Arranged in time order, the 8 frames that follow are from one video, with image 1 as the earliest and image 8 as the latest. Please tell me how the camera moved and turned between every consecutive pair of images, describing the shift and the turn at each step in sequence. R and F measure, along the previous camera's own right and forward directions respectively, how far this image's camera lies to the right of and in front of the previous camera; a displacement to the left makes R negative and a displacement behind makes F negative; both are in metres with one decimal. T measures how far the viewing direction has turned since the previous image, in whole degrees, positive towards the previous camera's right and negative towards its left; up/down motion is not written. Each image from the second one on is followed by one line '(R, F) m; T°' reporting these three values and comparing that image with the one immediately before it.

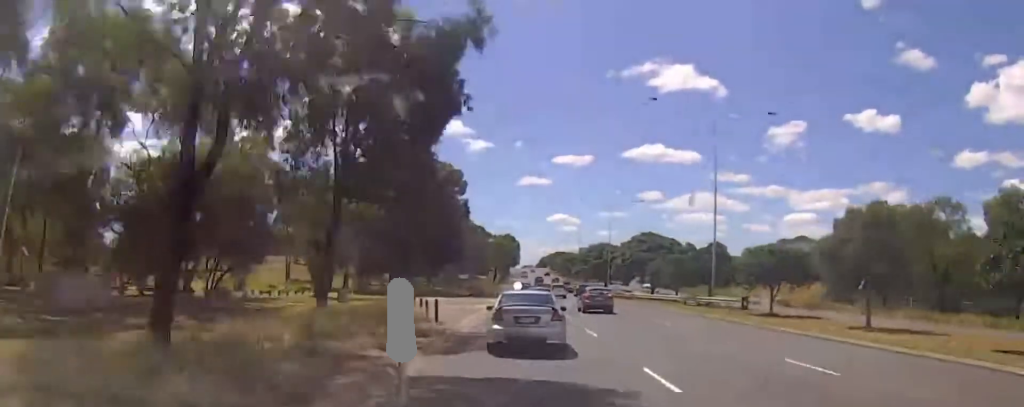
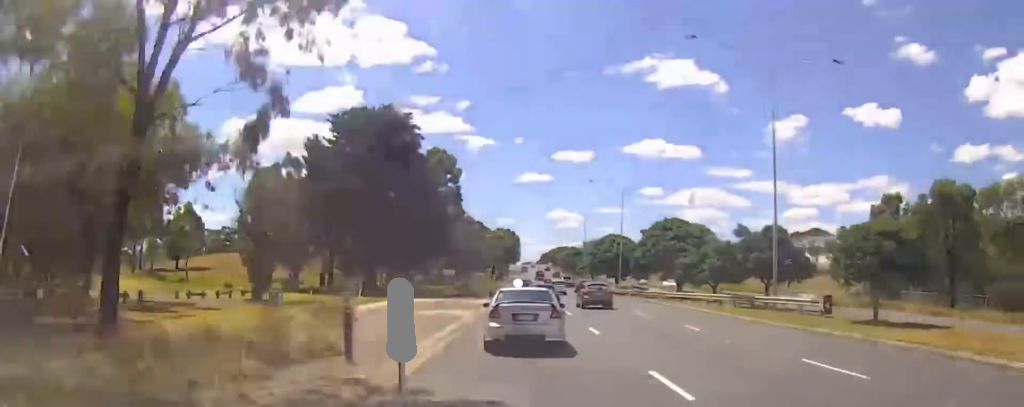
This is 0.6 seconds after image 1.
(-0.2, +12.2) m; 0°
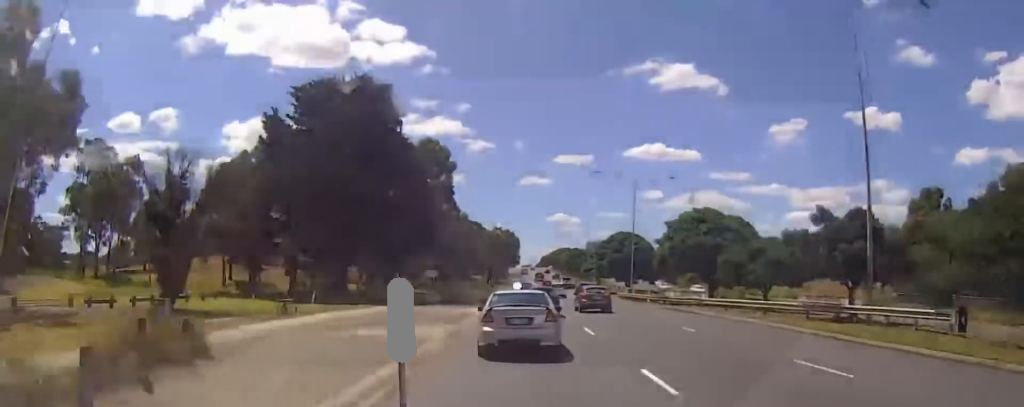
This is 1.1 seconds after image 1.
(+0.4, +11.0) m; -1°
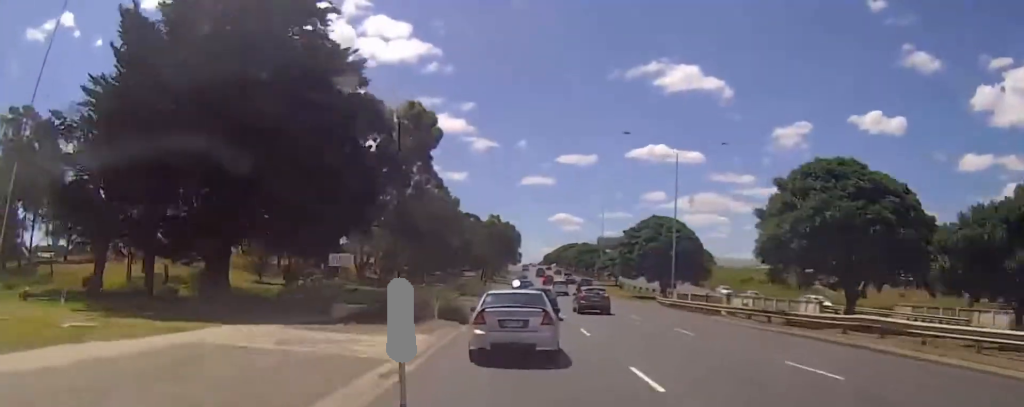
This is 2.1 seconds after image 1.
(-0.7, +22.9) m; -2°
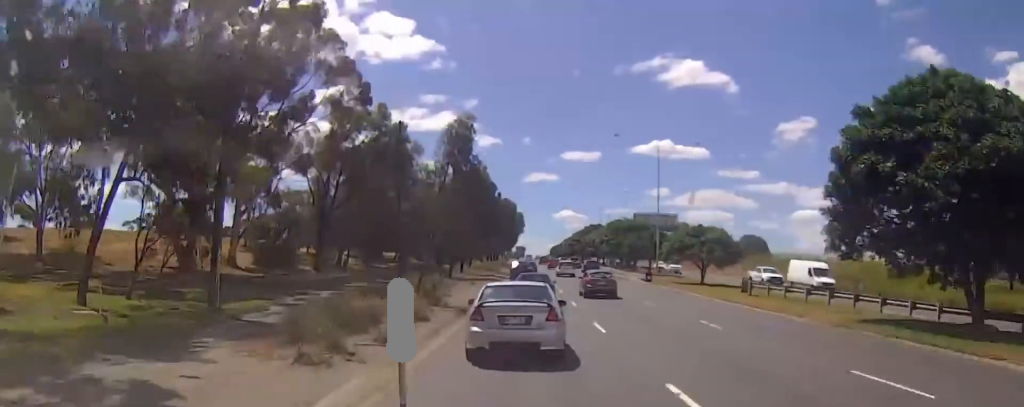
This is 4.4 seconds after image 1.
(+2.3, +49.3) m; +3°
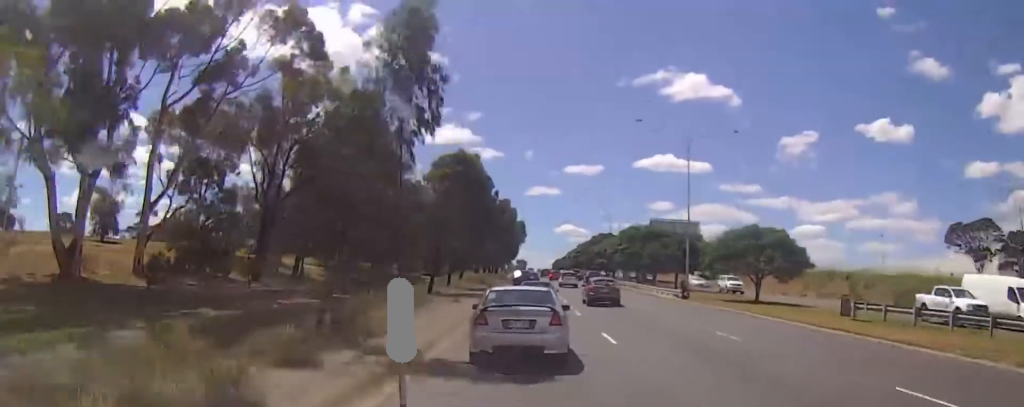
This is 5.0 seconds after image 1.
(-0.9, +13.0) m; -2°
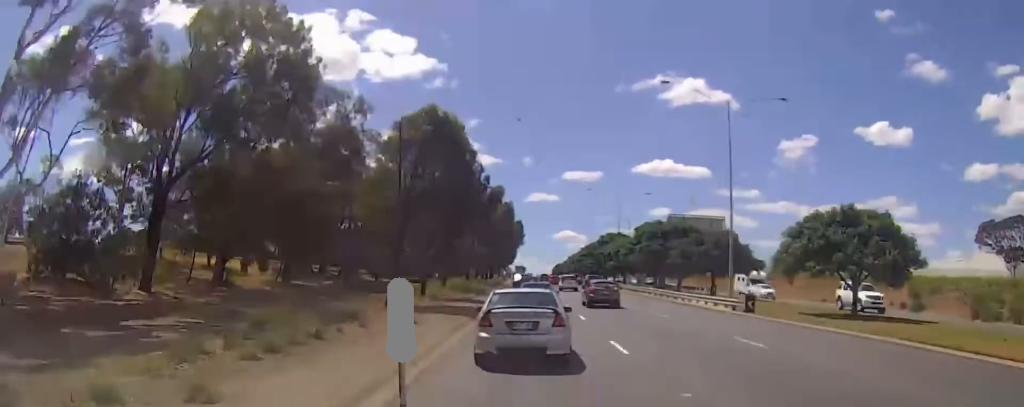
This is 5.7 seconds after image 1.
(-0.3, +13.6) m; -1°
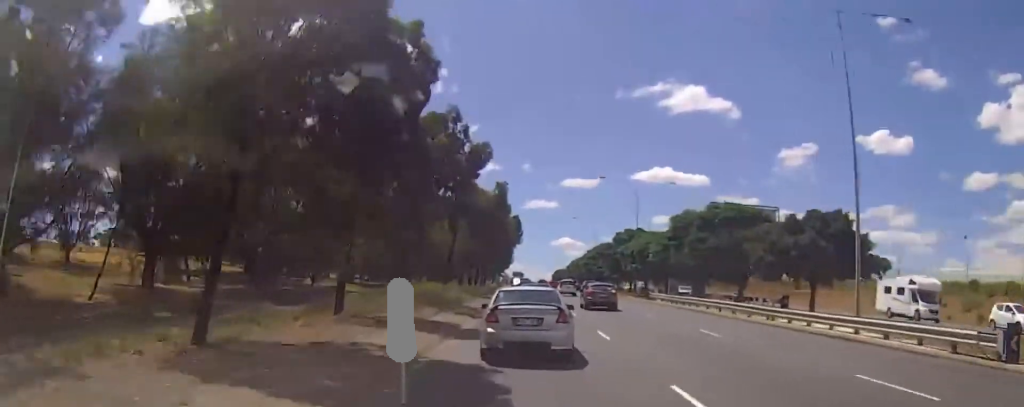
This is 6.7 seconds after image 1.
(+0.1, +19.6) m; 0°
